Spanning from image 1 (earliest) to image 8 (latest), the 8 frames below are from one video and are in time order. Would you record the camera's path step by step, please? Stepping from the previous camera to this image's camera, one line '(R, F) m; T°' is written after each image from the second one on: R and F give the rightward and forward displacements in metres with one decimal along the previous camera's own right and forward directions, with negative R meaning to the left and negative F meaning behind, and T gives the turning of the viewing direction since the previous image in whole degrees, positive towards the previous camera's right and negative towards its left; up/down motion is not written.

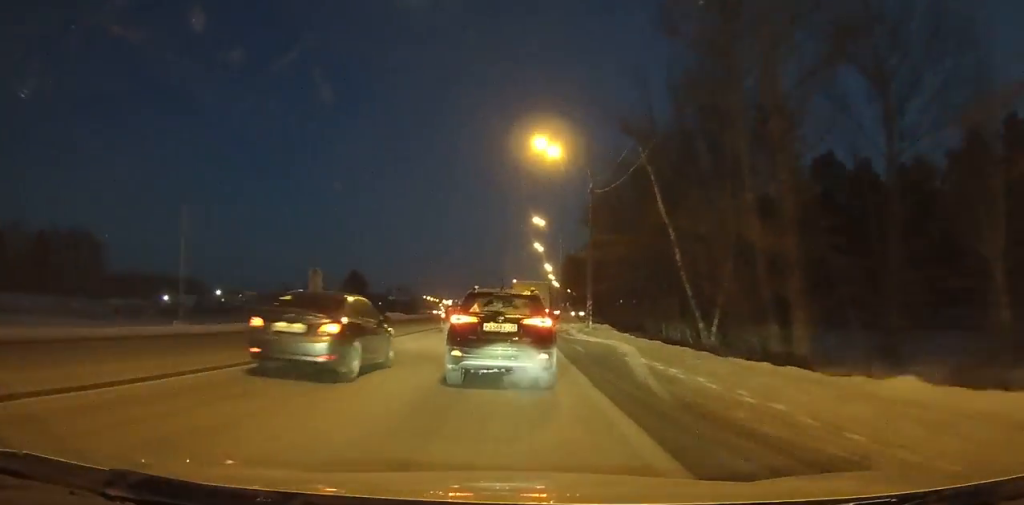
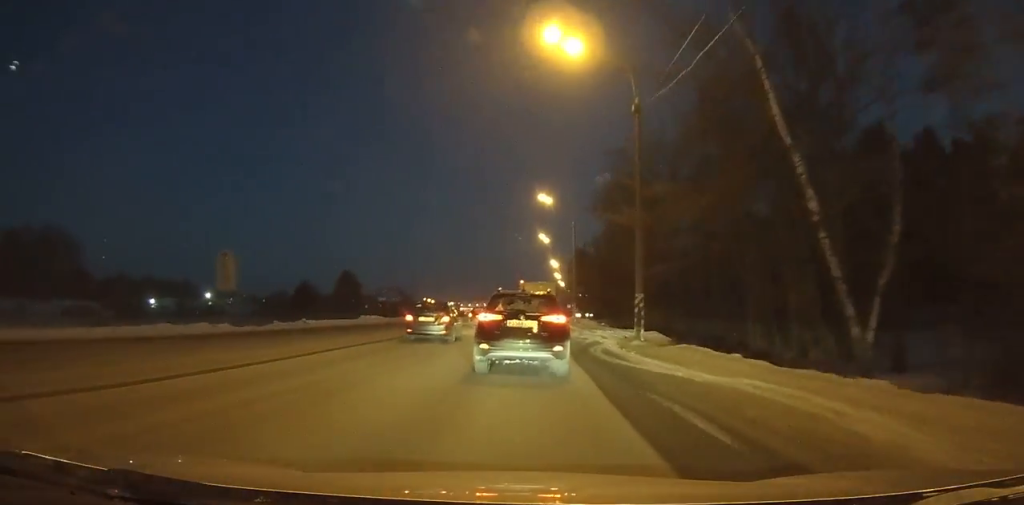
(0.0, +15.7) m; 0°
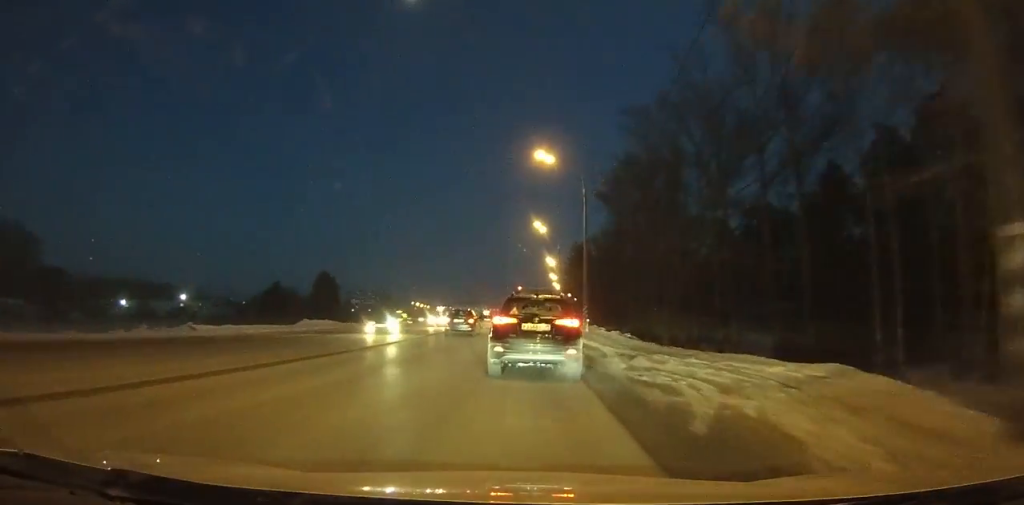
(+0.1, +16.7) m; 0°
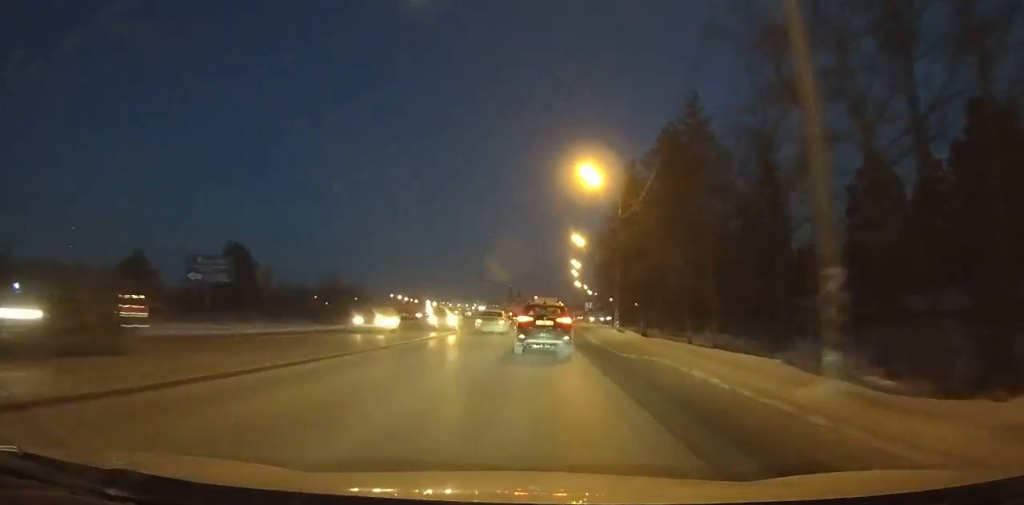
(+0.1, +68.0) m; 0°
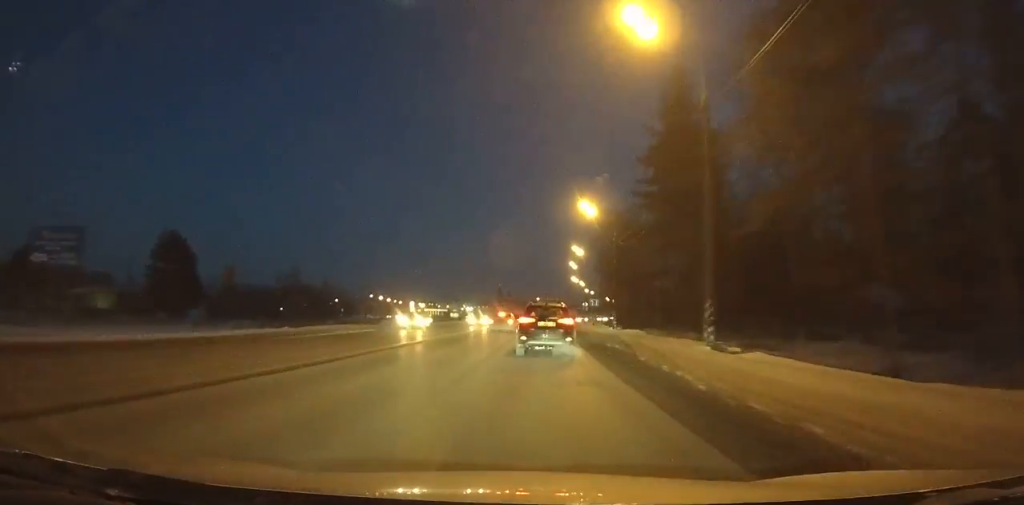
(0.0, +22.0) m; +1°
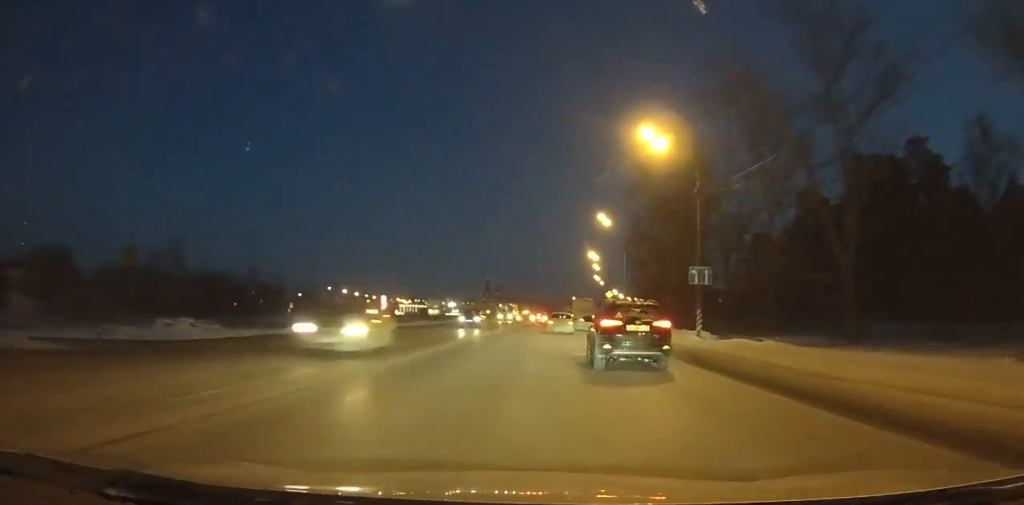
(+0.8, +48.6) m; +3°
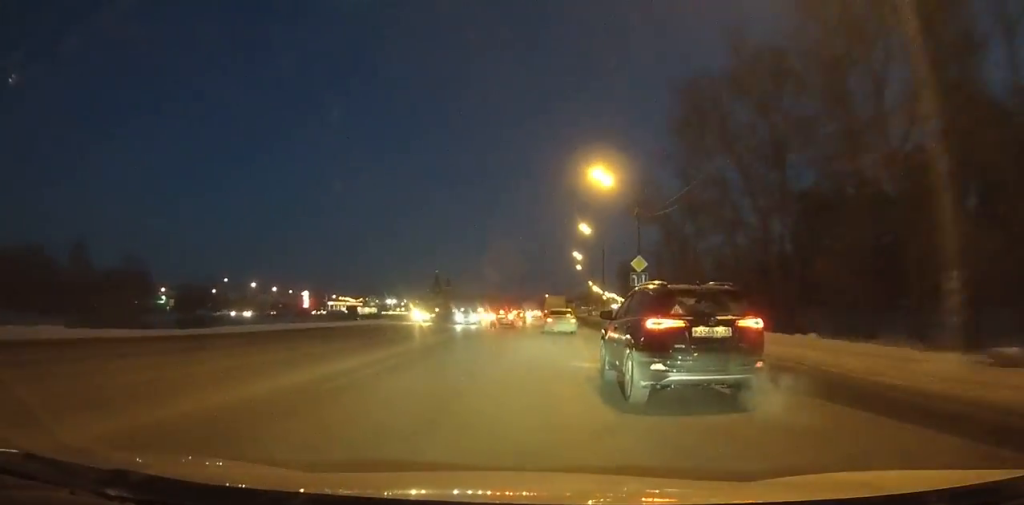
(+1.7, +50.2) m; +3°
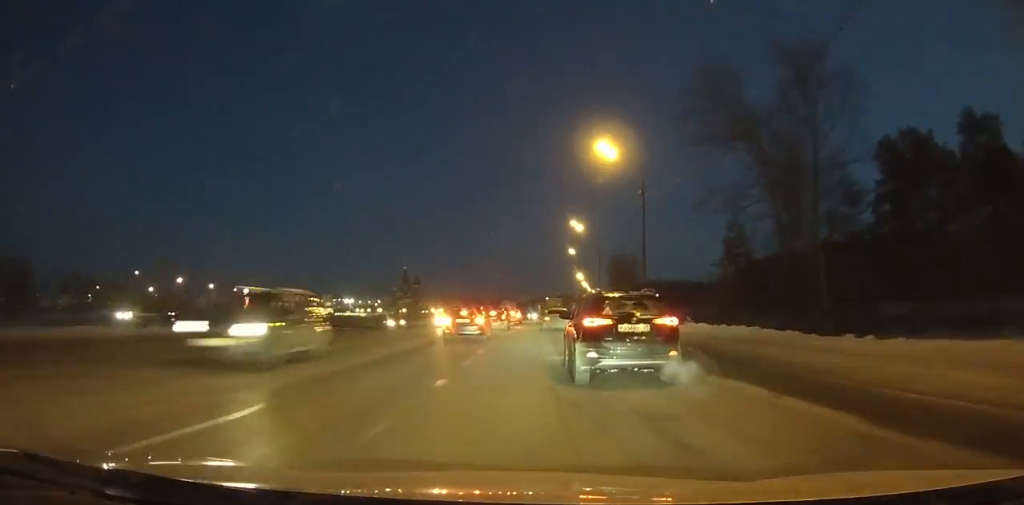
(+0.6, +39.3) m; +2°
